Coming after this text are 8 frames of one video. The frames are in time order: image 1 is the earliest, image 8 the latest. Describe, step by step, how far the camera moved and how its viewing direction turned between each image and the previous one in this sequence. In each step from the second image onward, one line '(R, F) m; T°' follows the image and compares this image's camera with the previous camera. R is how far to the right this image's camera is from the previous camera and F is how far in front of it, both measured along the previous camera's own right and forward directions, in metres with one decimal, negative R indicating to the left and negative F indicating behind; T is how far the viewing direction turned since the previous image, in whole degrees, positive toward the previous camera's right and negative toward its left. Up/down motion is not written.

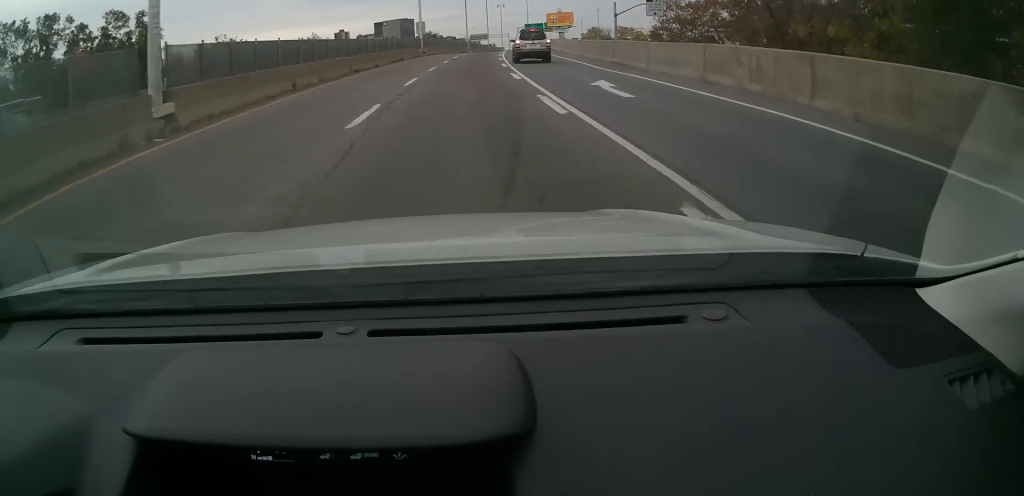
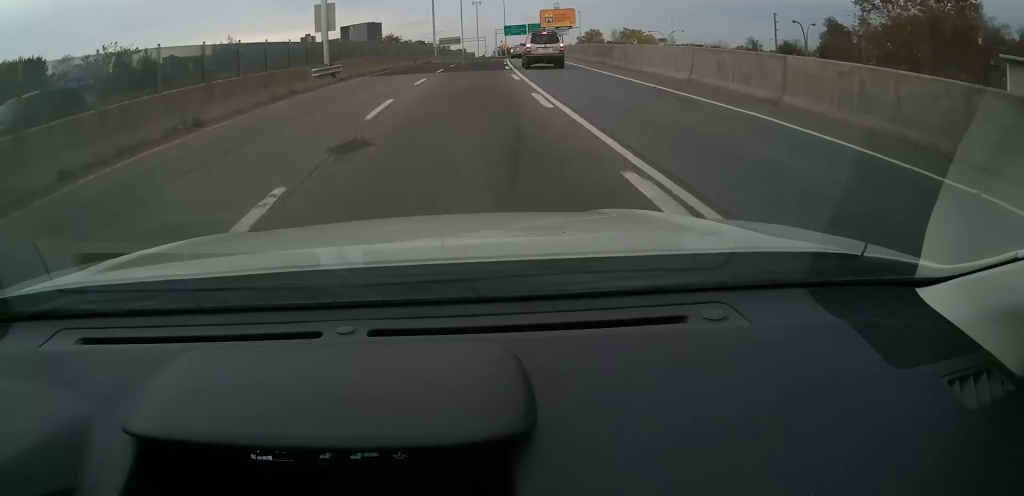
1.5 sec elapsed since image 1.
(+0.8, +37.7) m; +3°
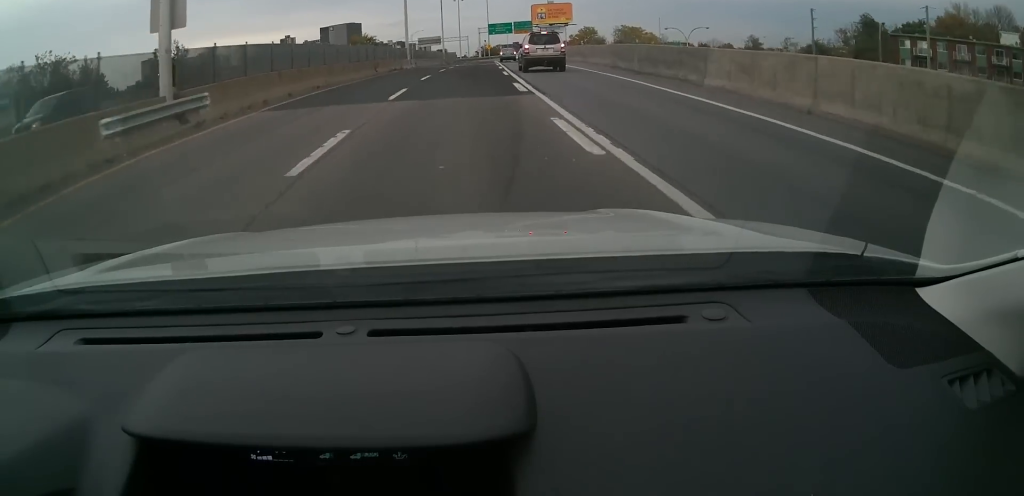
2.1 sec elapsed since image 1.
(+0.2, +15.8) m; +1°
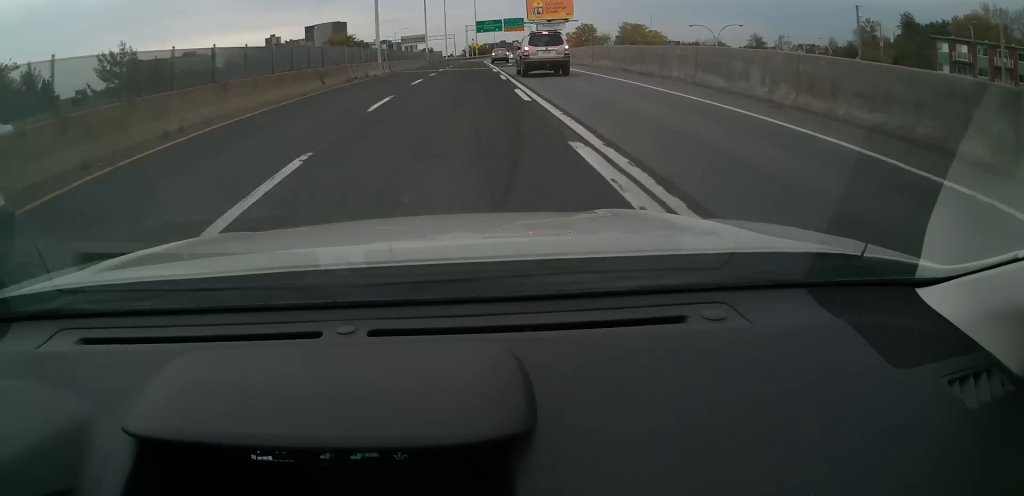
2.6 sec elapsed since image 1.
(+0.1, +12.1) m; +1°
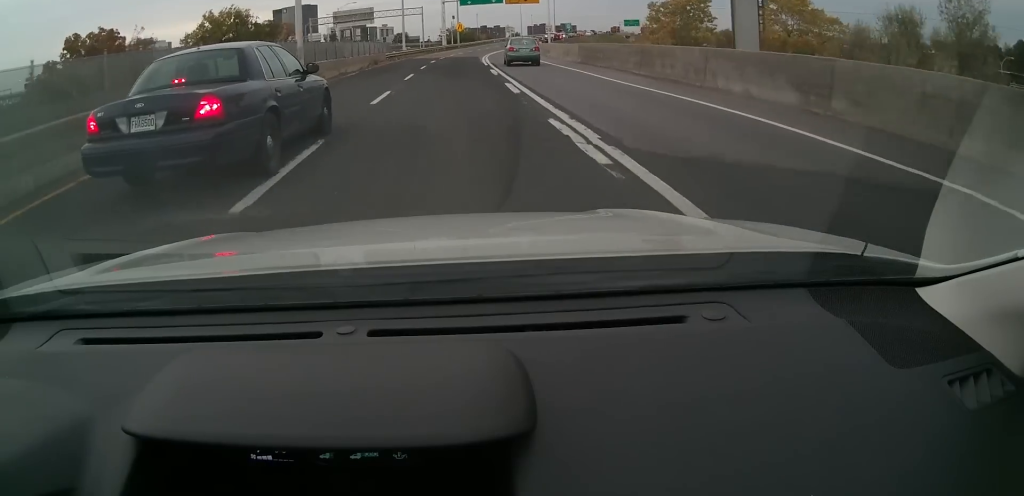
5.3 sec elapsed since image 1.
(+2.5, +61.3) m; +4°
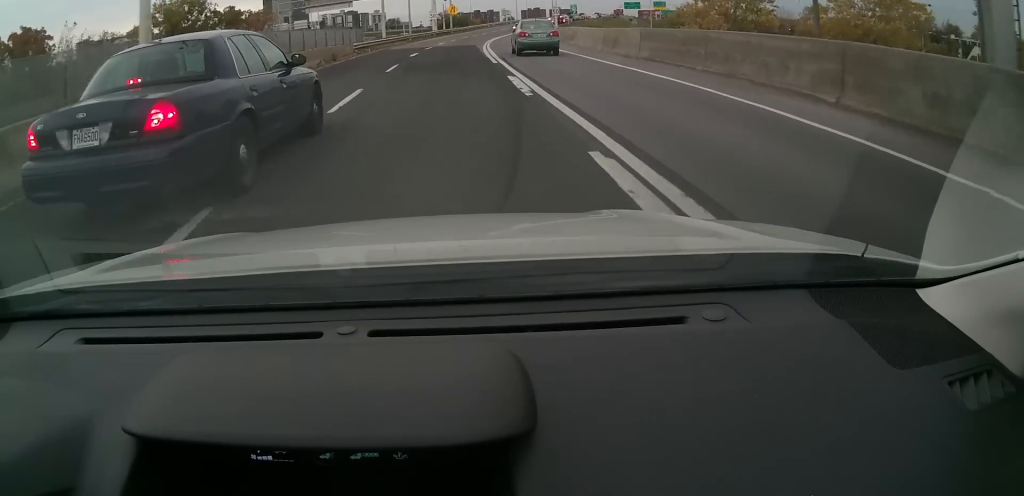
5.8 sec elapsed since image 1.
(0.0, +14.5) m; 0°
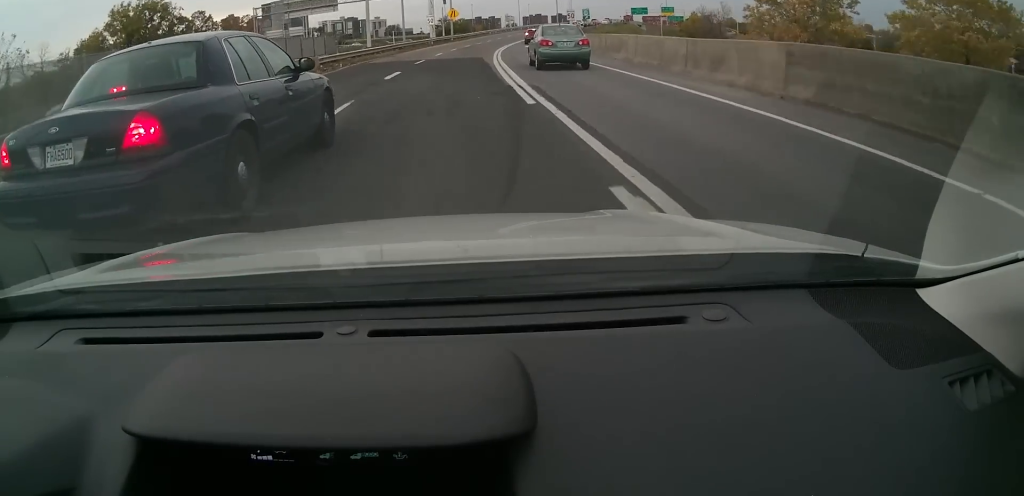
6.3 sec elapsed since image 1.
(0.0, +12.8) m; 0°
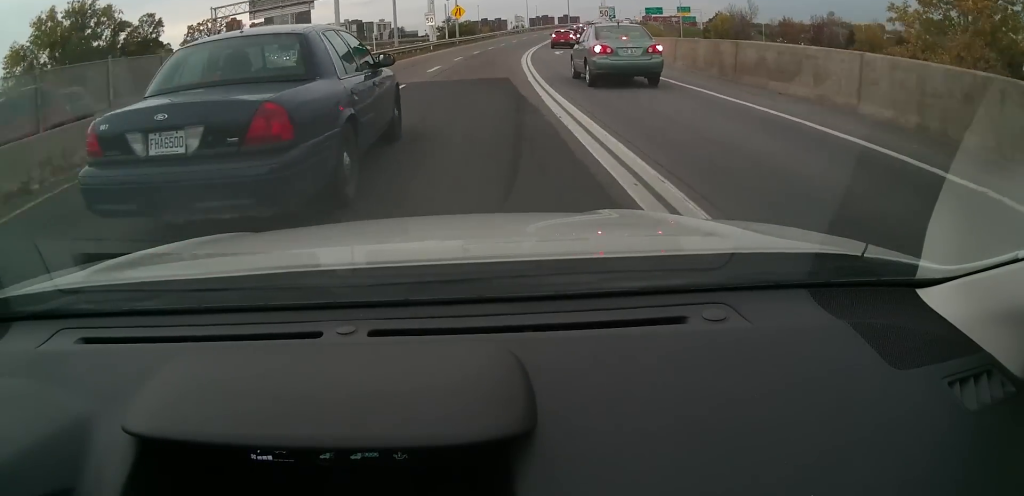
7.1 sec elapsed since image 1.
(0.0, +17.6) m; 0°
